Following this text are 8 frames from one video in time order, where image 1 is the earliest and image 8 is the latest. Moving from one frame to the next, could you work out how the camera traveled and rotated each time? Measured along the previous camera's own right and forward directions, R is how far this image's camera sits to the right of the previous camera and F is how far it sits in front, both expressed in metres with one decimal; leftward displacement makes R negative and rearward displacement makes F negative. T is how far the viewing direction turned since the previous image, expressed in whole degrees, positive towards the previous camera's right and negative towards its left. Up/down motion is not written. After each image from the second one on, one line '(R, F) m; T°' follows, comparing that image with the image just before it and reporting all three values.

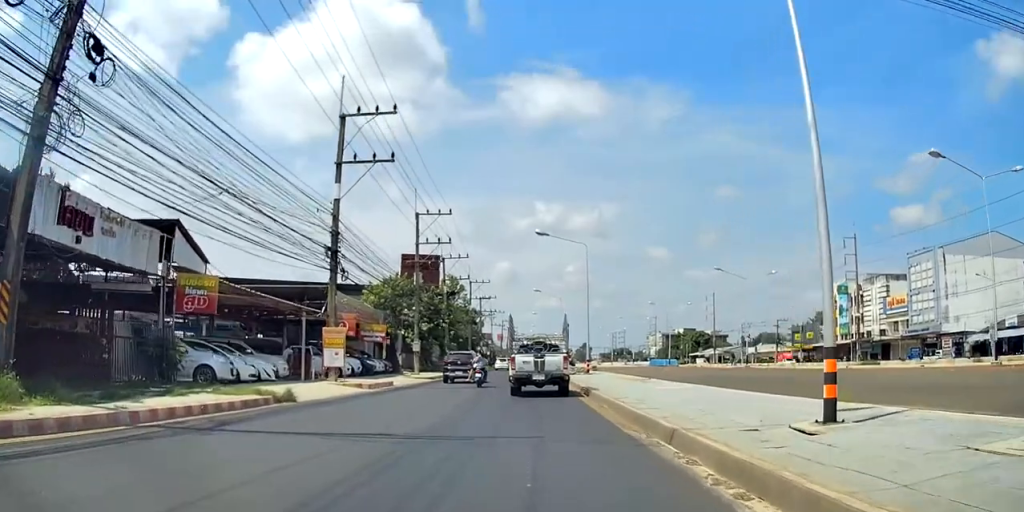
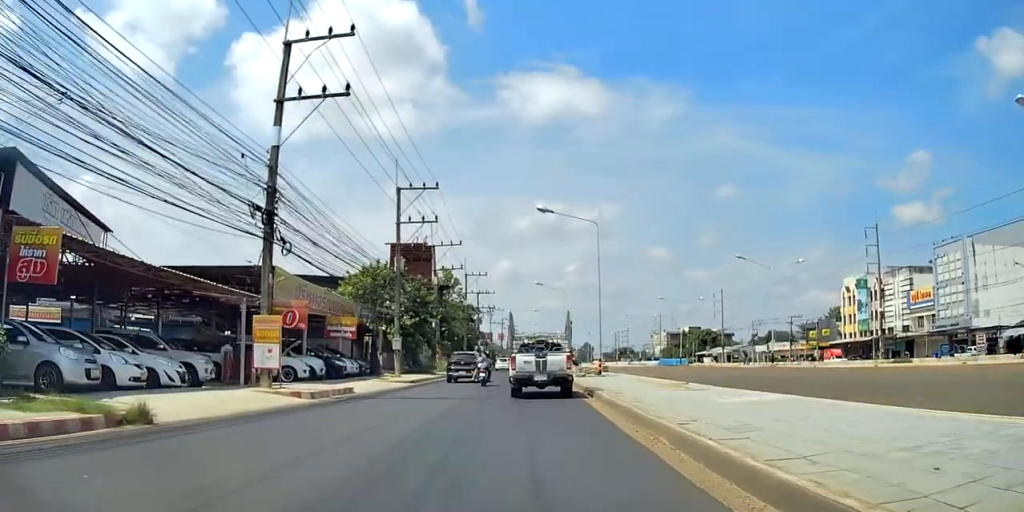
(-0.2, +6.7) m; +4°
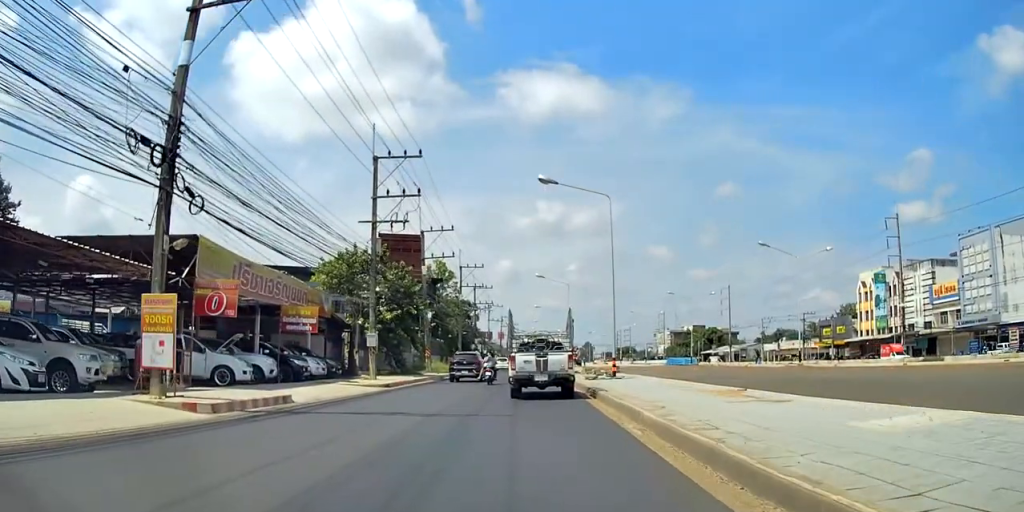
(+0.7, +6.1) m; +4°
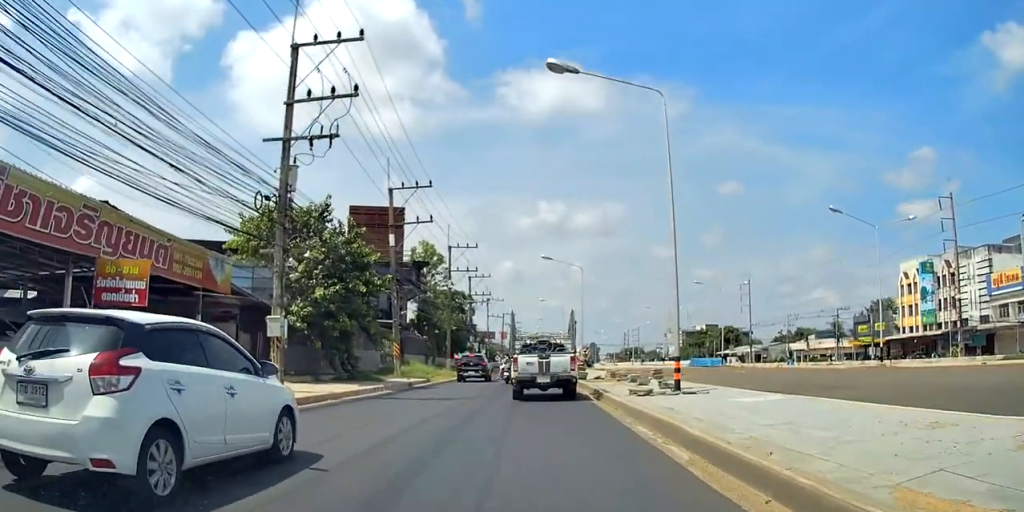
(-0.4, +14.1) m; -6°
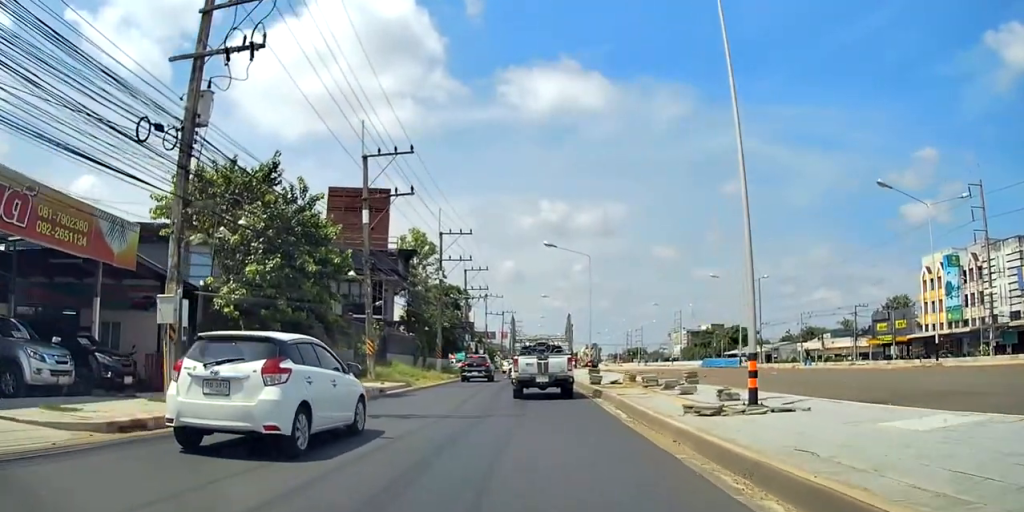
(-0.3, +6.7) m; 0°
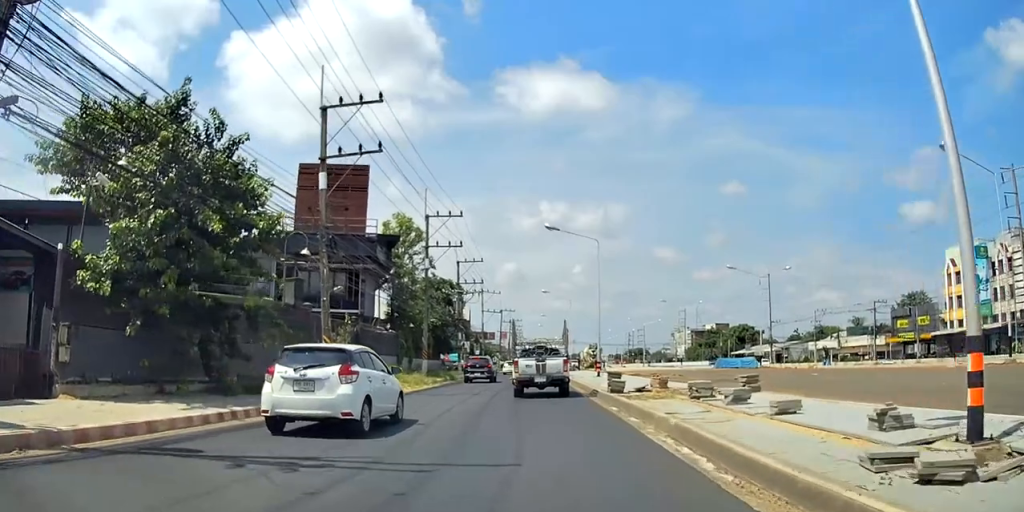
(+0.2, +6.9) m; +4°
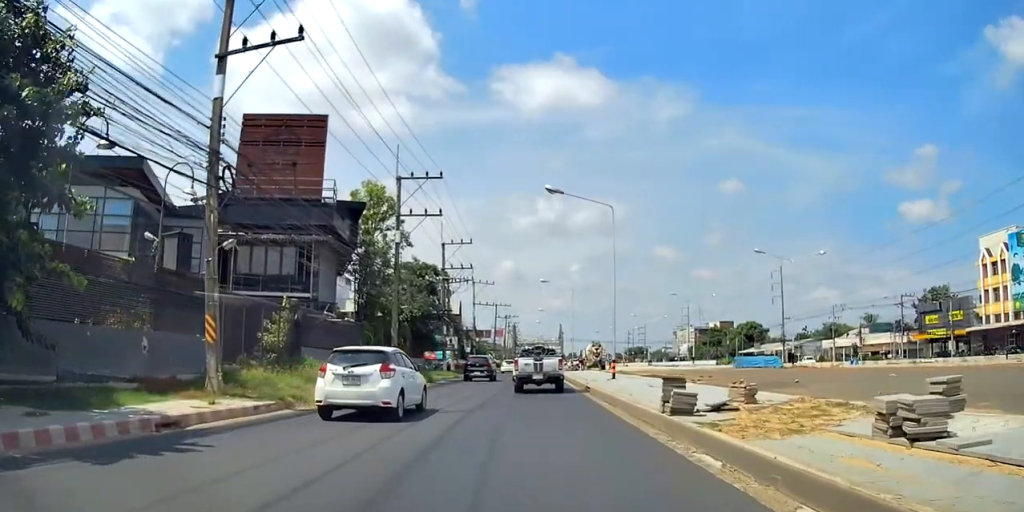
(+0.2, +8.6) m; -1°
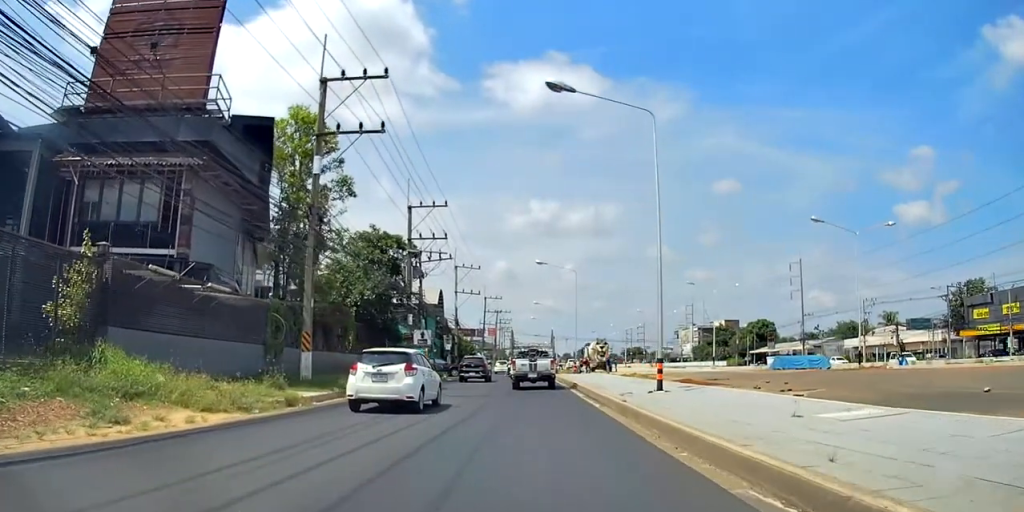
(+0.2, +11.5) m; 0°
